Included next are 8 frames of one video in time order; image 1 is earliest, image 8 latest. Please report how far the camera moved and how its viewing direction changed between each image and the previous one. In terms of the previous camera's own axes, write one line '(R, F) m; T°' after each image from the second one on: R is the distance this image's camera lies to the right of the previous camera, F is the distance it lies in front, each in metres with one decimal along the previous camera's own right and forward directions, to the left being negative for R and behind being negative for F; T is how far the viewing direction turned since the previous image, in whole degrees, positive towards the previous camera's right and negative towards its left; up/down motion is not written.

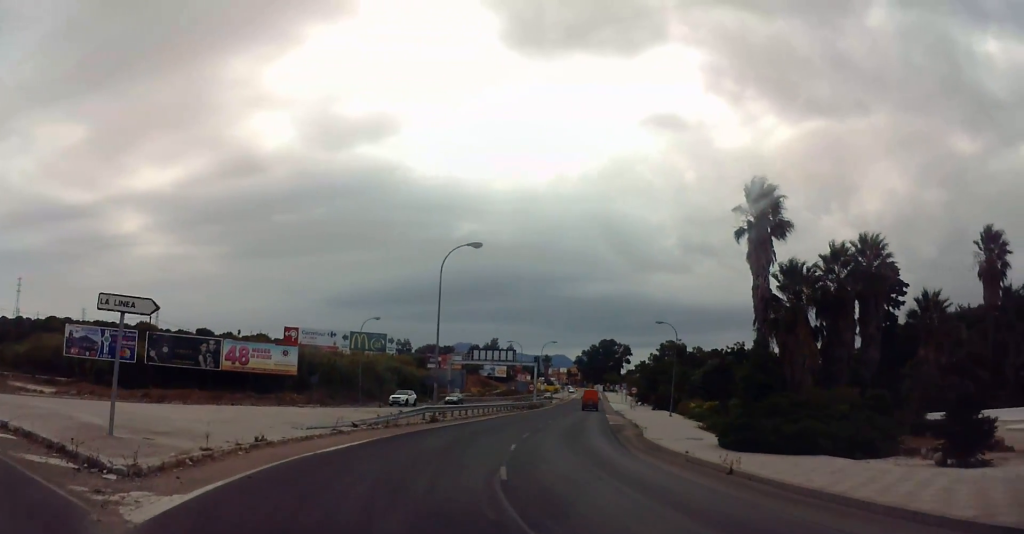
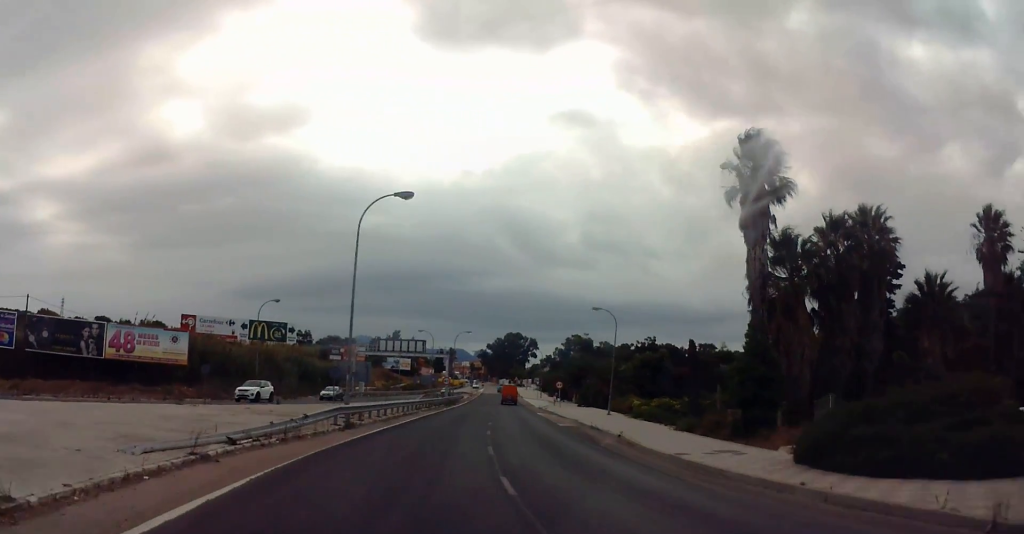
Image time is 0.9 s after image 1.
(-0.1, +8.7) m; 0°
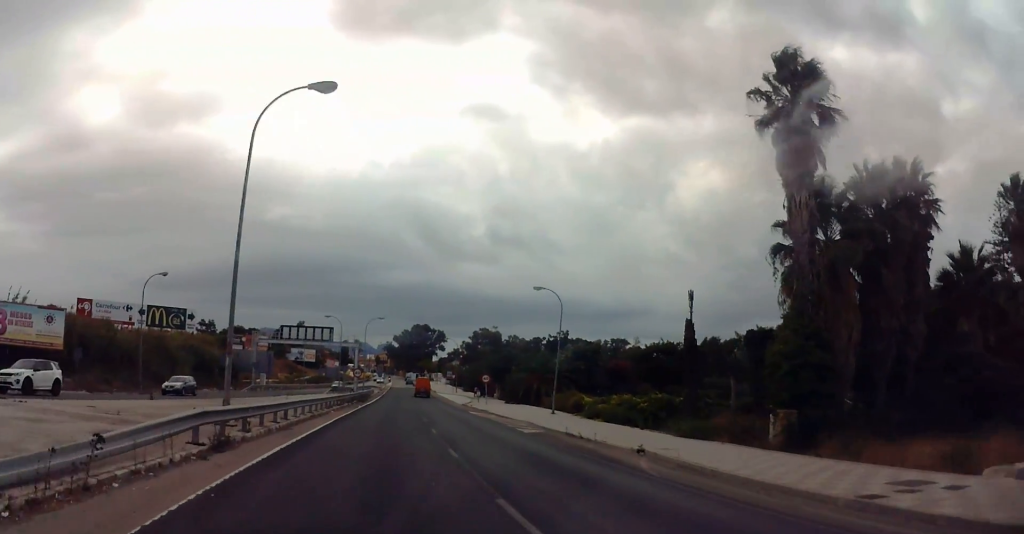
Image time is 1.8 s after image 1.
(0.0, +9.7) m; +2°
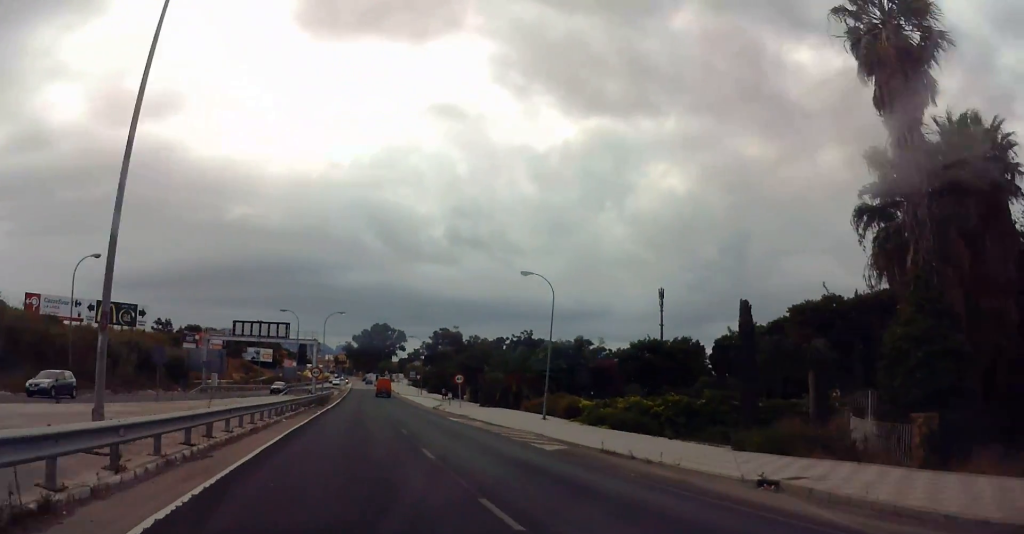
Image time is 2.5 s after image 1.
(+0.1, +7.7) m; +2°
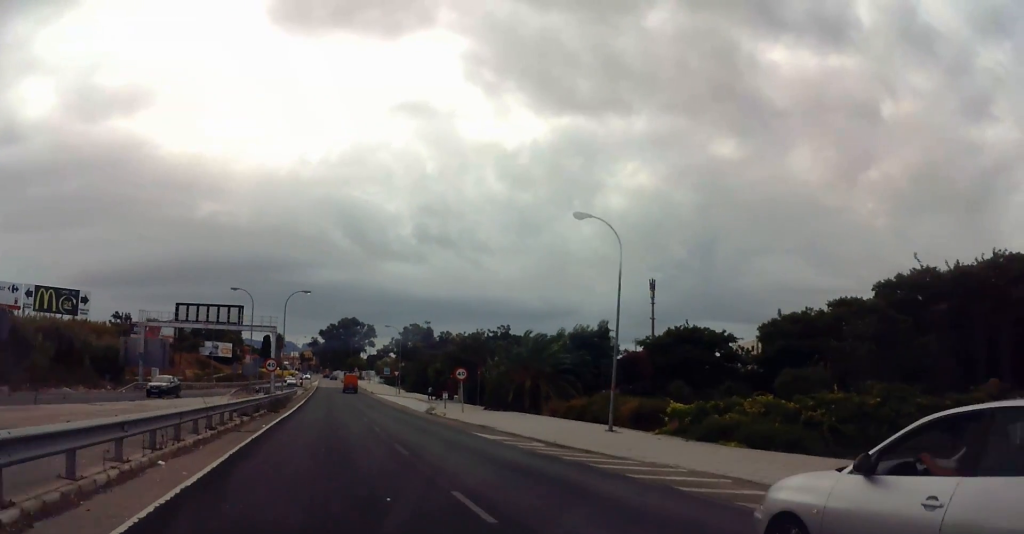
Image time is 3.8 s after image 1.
(+0.4, +15.6) m; +1°
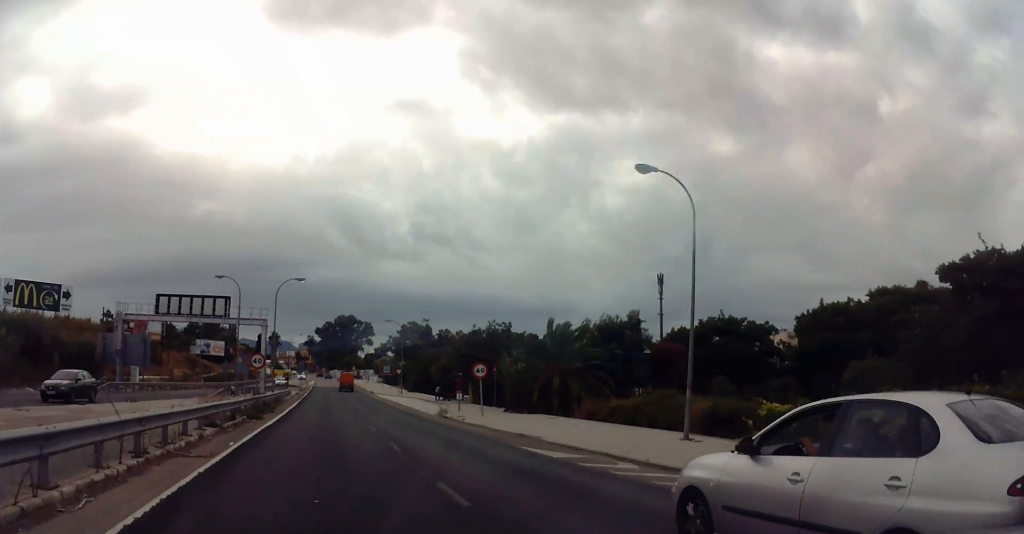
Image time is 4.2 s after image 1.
(0.0, +6.1) m; 0°
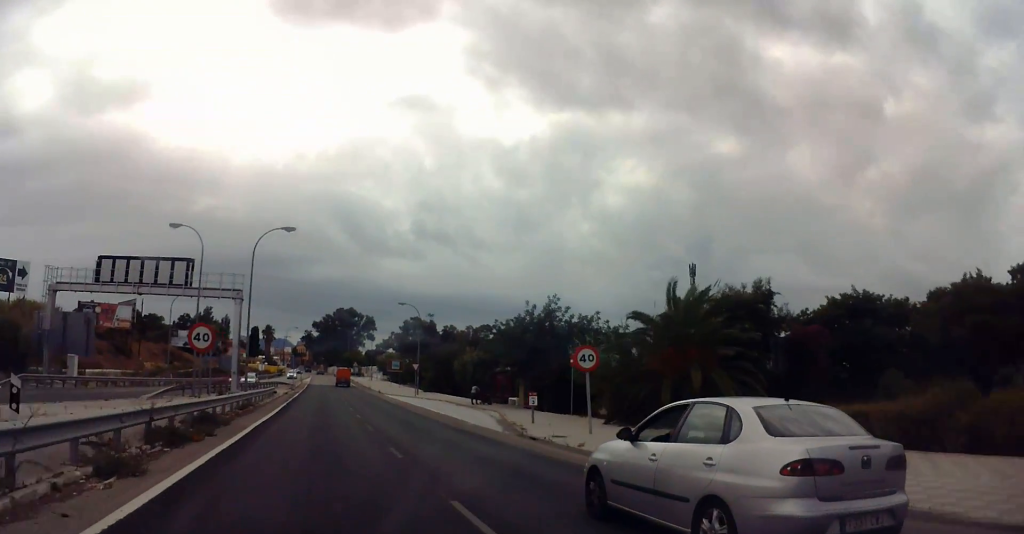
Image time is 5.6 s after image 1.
(0.0, +17.4) m; 0°
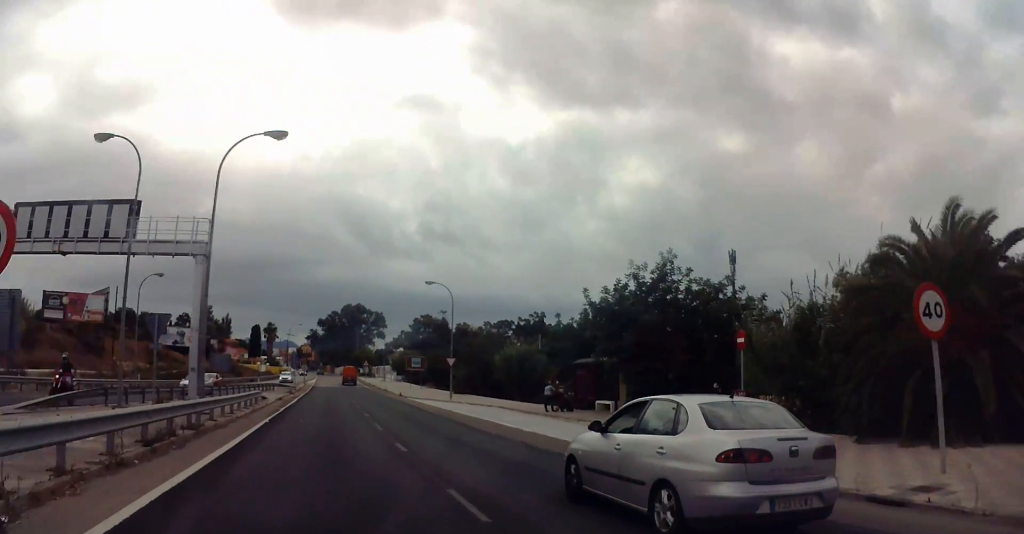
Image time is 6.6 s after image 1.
(0.0, +14.1) m; 0°
